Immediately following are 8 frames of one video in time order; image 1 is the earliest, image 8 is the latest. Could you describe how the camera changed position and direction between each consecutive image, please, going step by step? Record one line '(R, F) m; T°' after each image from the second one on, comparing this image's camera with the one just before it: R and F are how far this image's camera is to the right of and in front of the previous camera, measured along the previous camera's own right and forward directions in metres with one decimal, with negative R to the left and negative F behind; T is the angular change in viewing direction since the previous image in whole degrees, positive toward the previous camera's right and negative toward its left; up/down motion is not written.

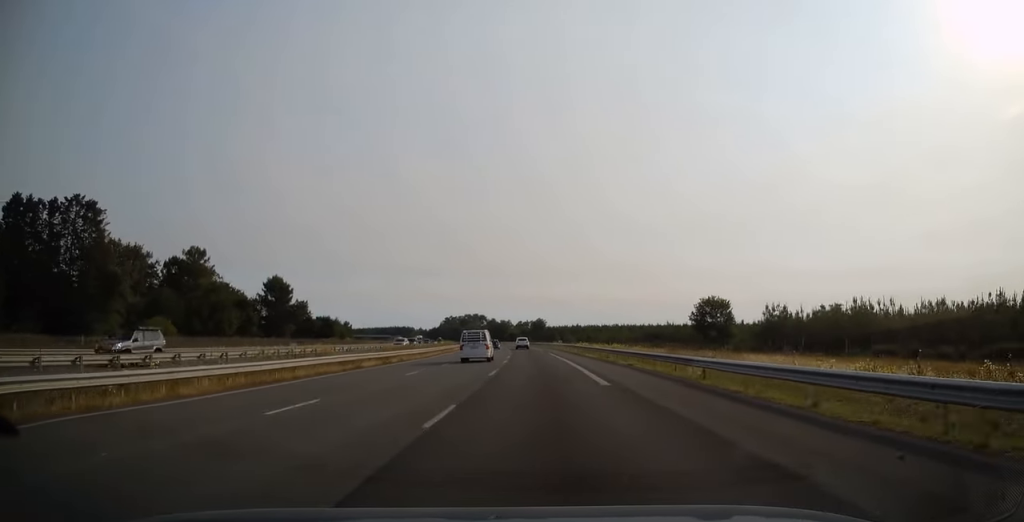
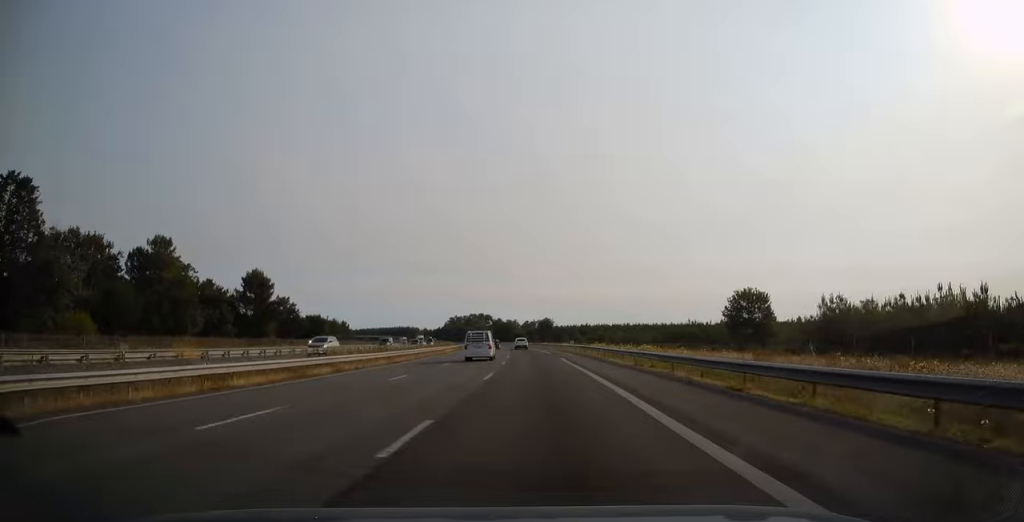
(0.0, +15.8) m; -1°
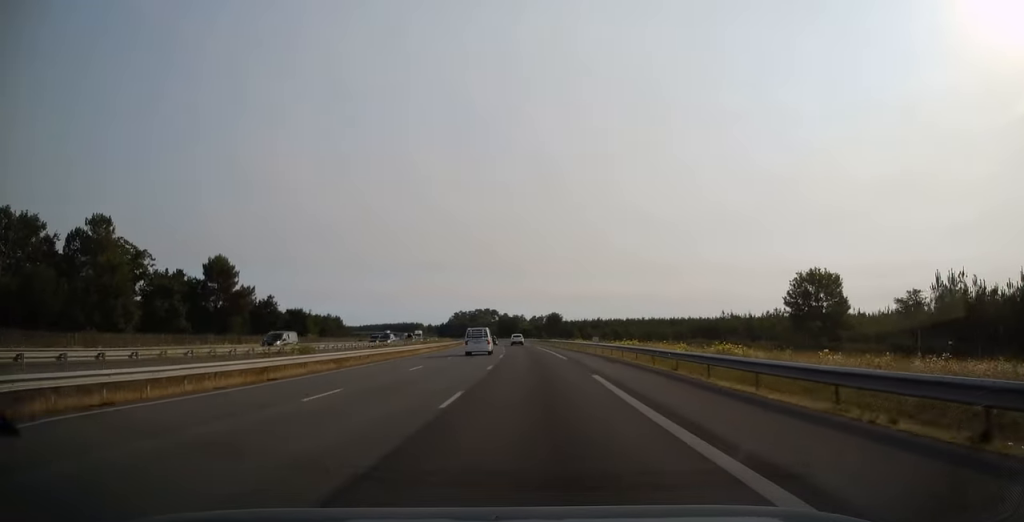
(-0.3, +21.2) m; -1°
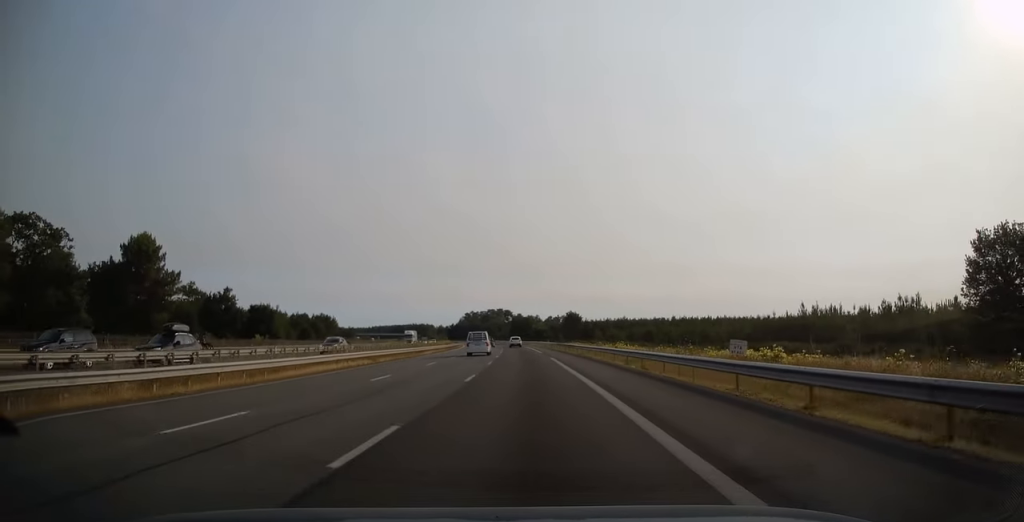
(-0.3, +31.6) m; -1°
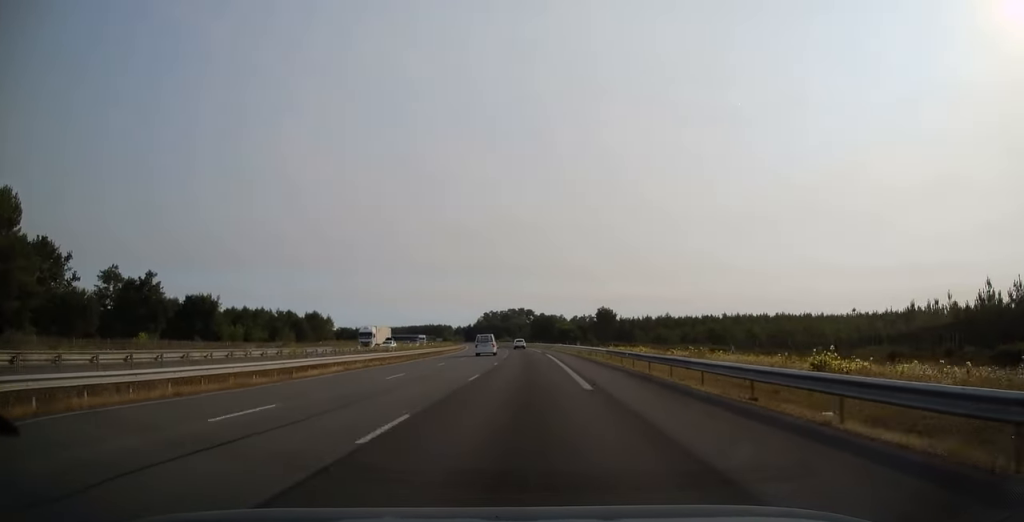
(-0.6, +37.5) m; -2°
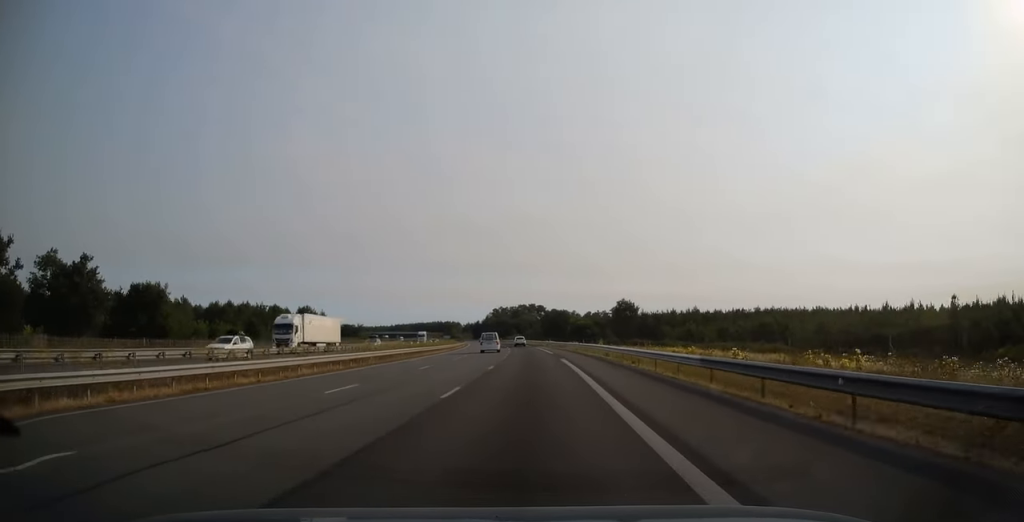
(-0.3, +20.2) m; -1°
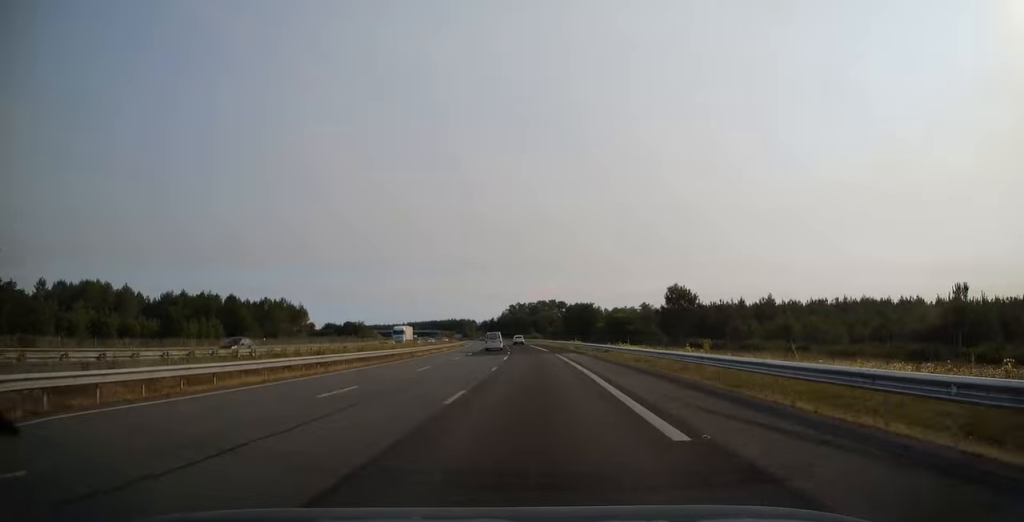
(-0.7, +40.5) m; -2°
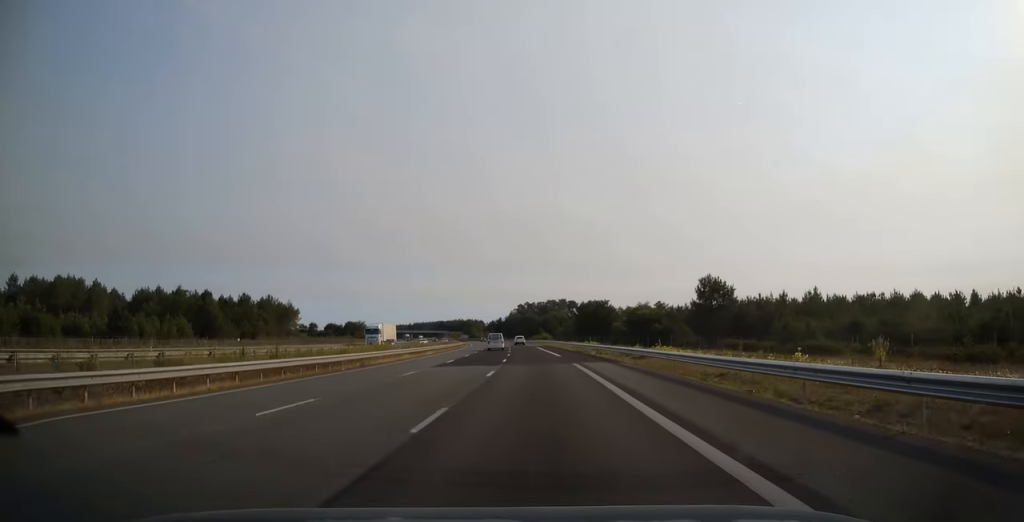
(-0.2, +16.8) m; -1°
